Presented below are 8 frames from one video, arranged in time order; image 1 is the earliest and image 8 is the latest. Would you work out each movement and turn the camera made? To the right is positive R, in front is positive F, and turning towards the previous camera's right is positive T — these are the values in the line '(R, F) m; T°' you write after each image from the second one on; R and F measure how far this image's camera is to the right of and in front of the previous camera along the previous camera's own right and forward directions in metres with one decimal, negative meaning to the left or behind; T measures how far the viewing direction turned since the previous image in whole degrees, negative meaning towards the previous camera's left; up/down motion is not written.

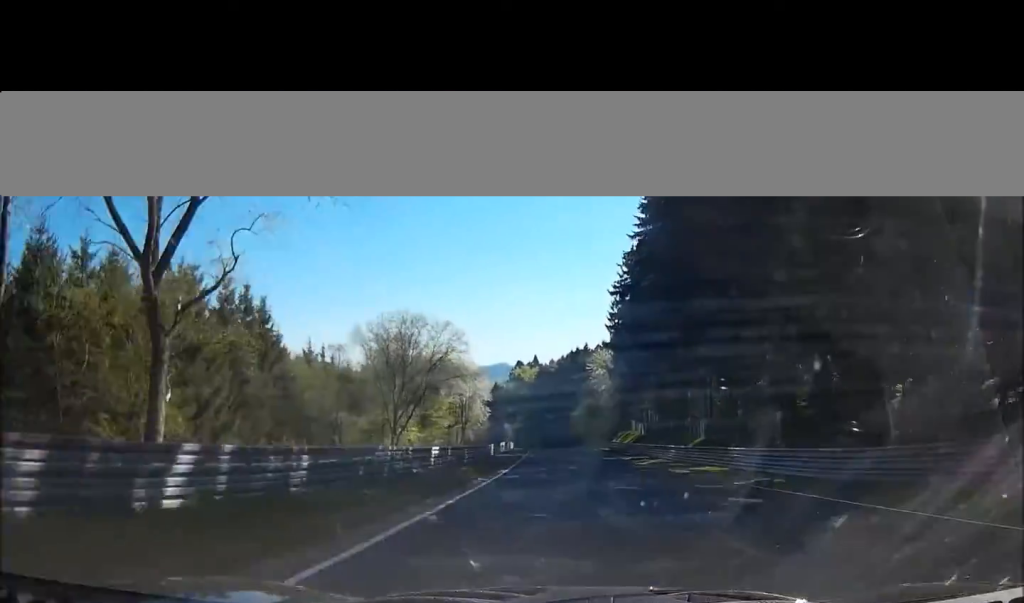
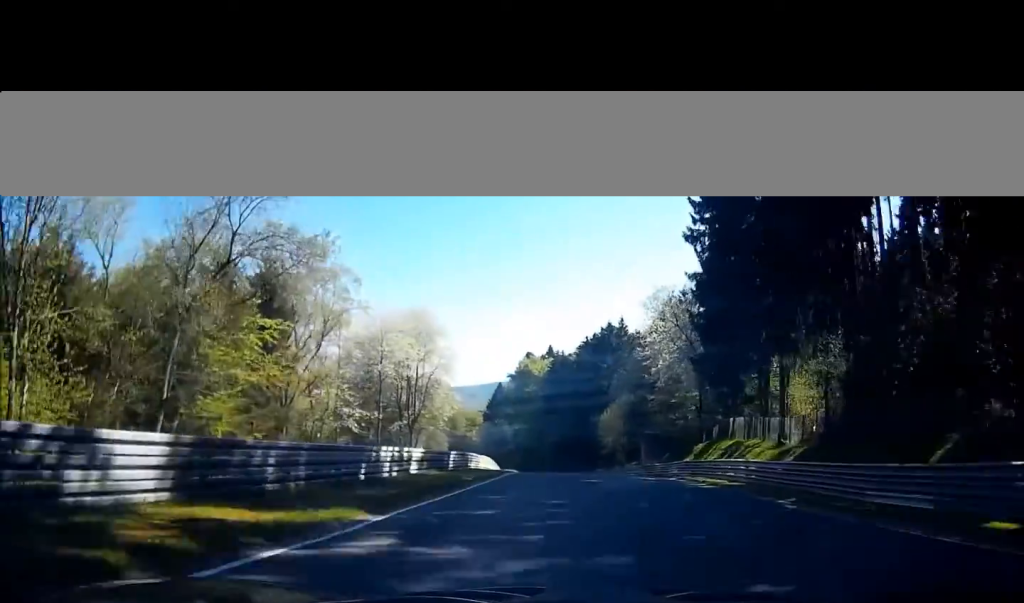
(+0.4, +60.7) m; +2°
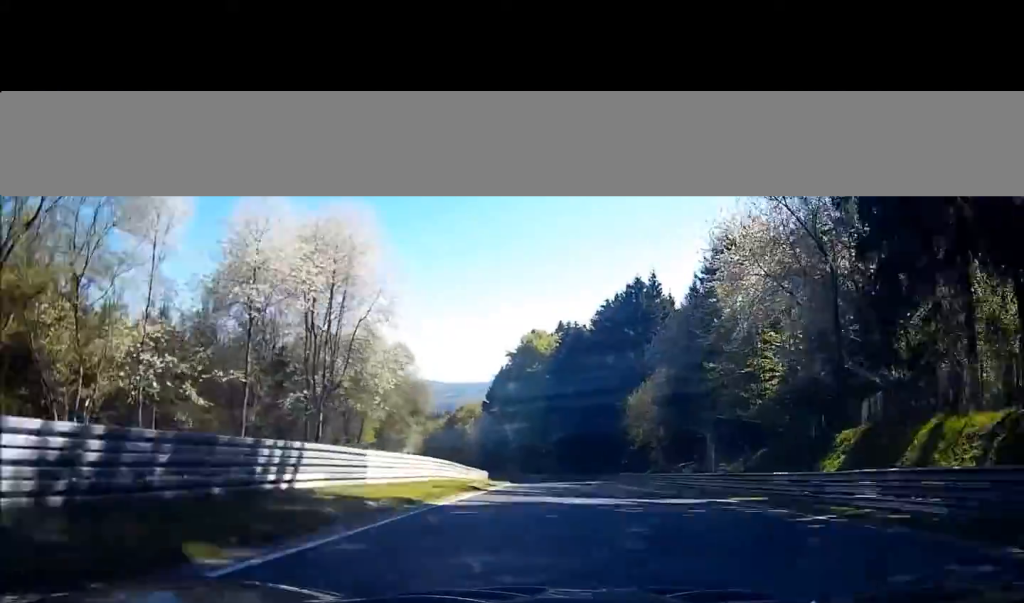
(+0.3, +33.3) m; -1°
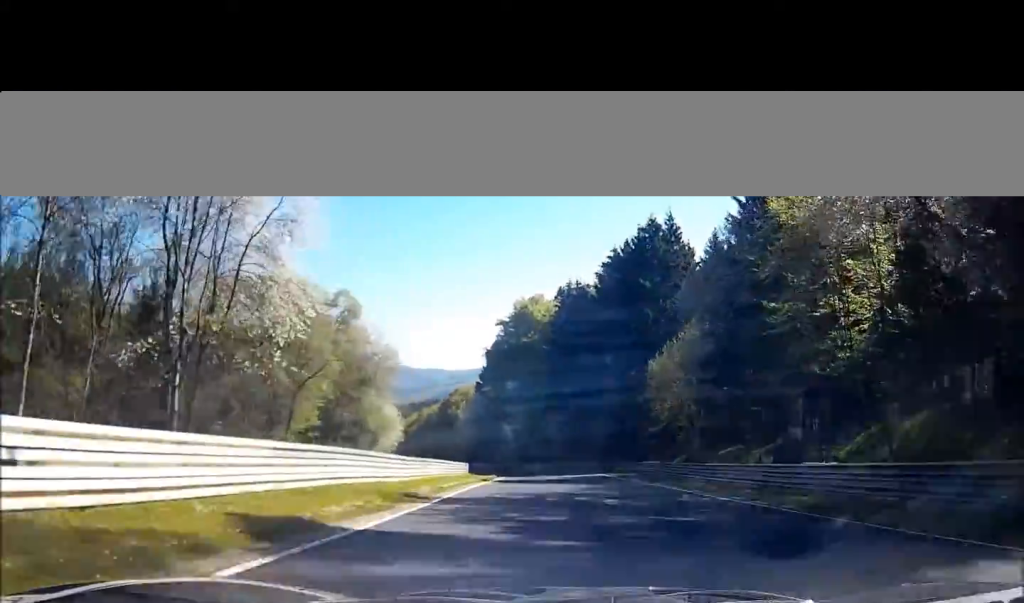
(-0.2, +19.1) m; -1°
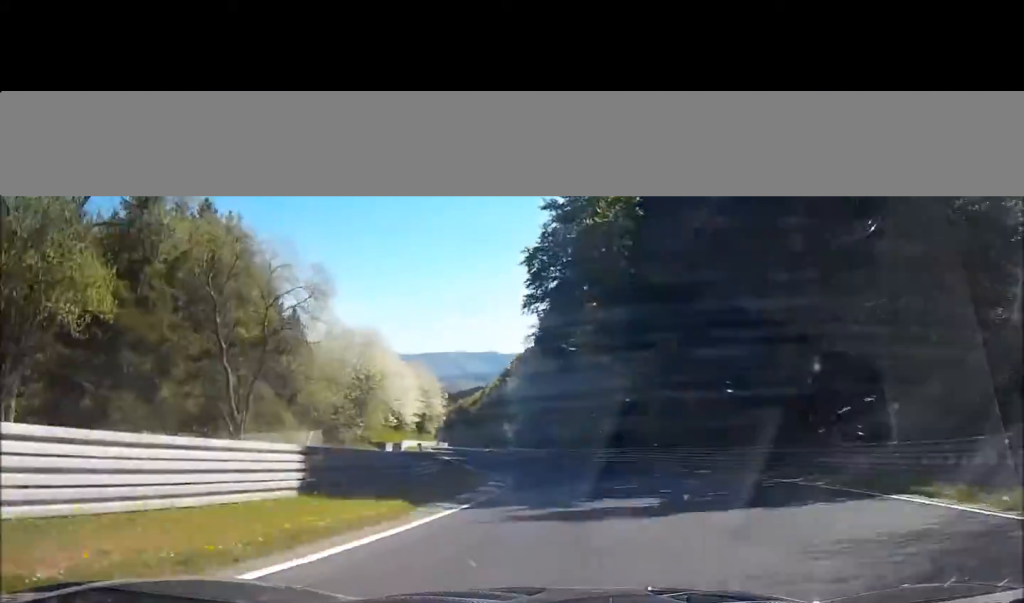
(-1.9, +50.0) m; -6°
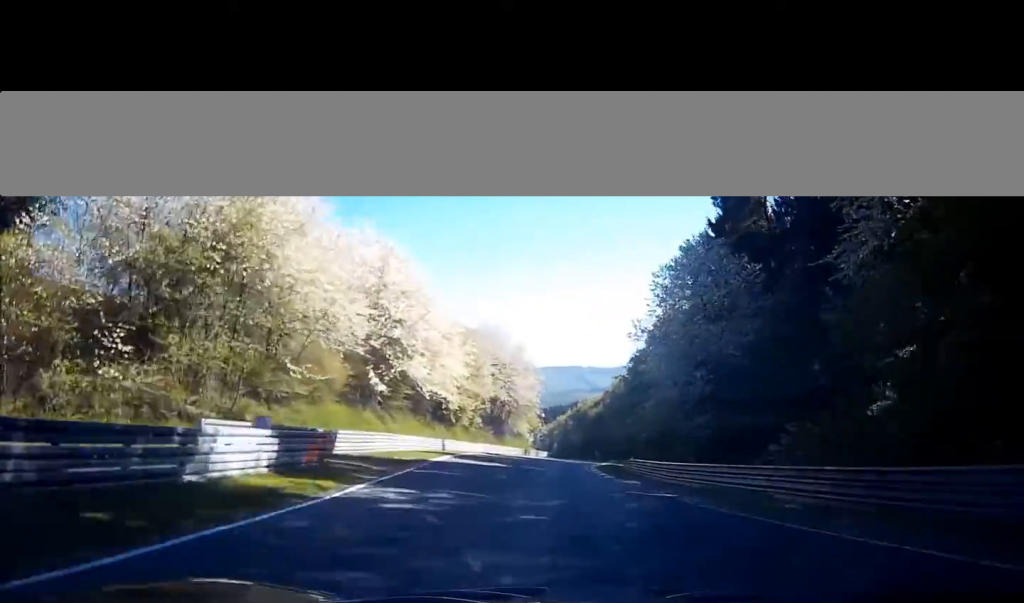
(-4.3, +59.0) m; -8°
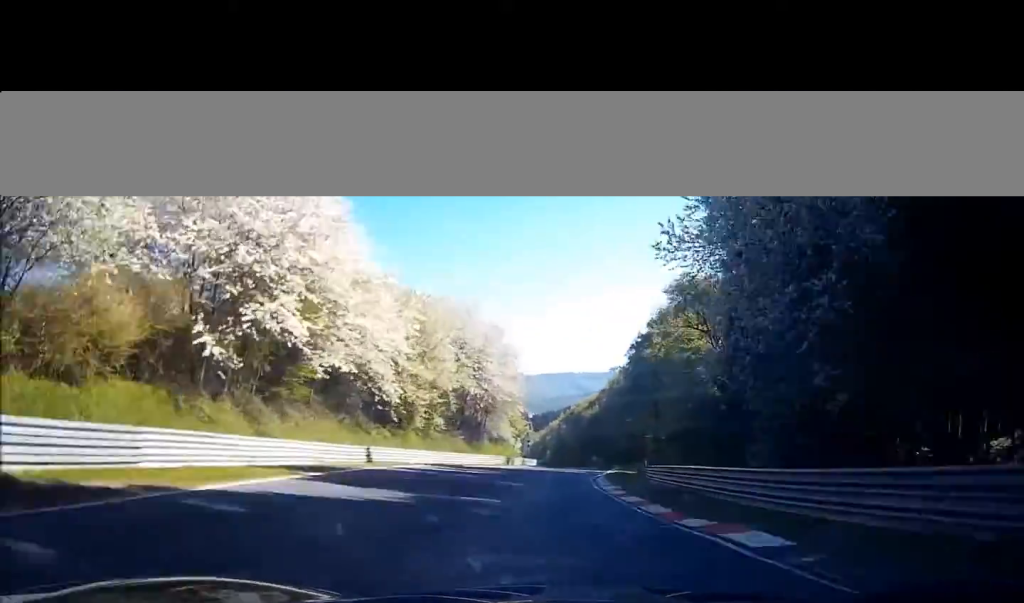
(-0.7, +21.6) m; -1°
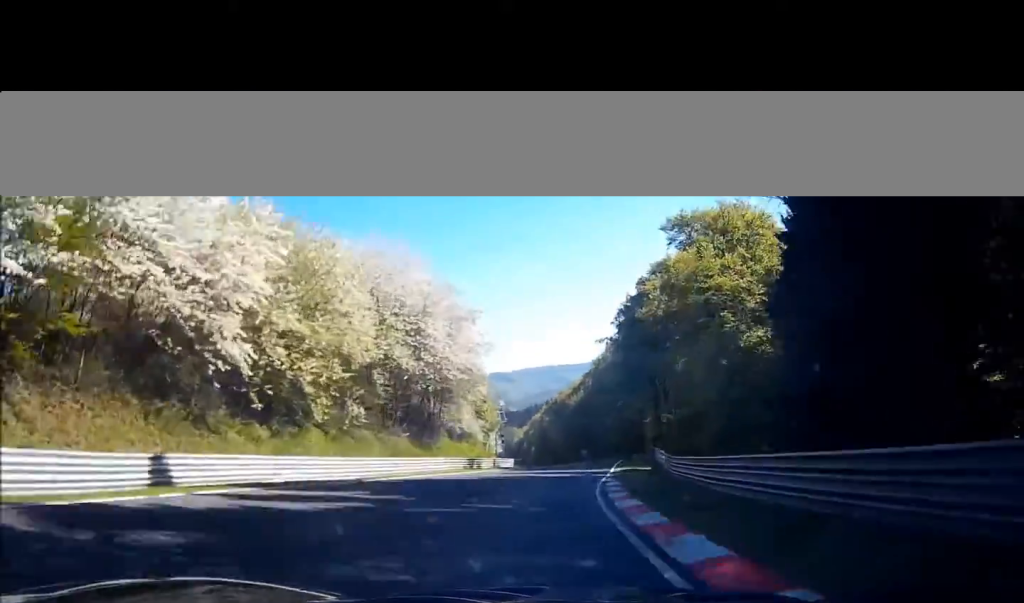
(-0.4, +20.4) m; -1°
